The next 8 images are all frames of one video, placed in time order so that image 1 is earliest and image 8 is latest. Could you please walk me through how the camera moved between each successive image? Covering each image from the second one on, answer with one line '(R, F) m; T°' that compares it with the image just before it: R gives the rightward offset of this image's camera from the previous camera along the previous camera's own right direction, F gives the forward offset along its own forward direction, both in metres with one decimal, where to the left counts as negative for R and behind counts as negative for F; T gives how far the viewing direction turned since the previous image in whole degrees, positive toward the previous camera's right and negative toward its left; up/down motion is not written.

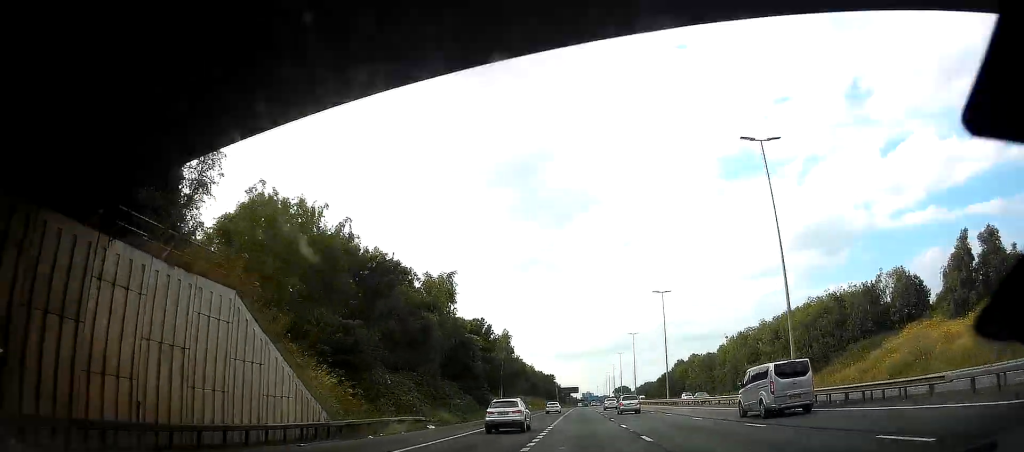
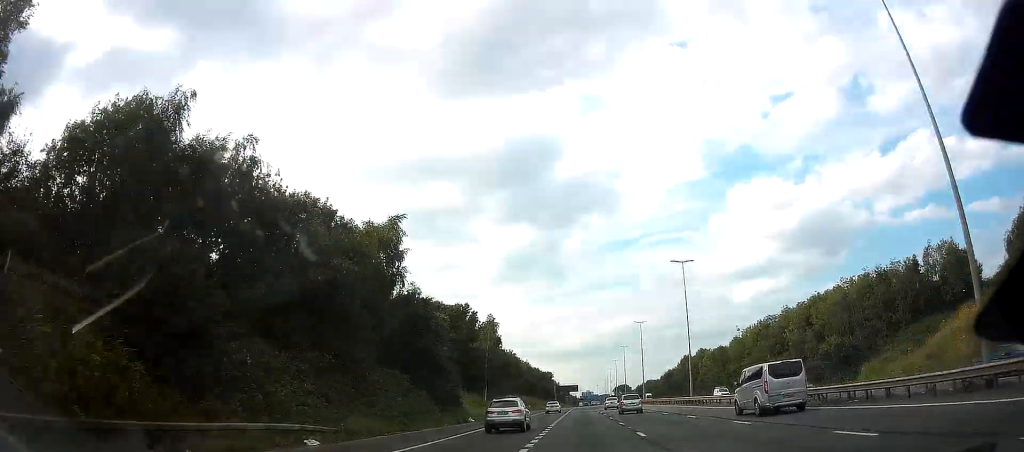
(0.0, +16.0) m; 0°
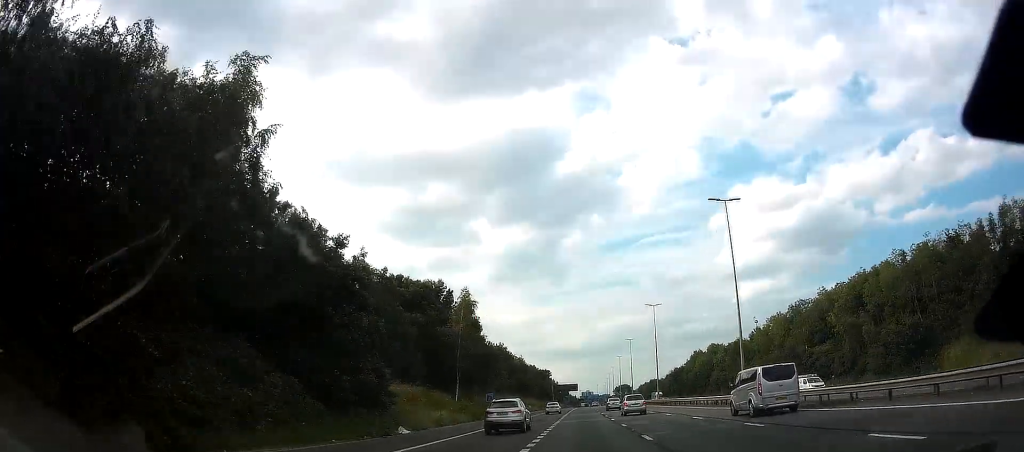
(0.0, +19.1) m; 0°
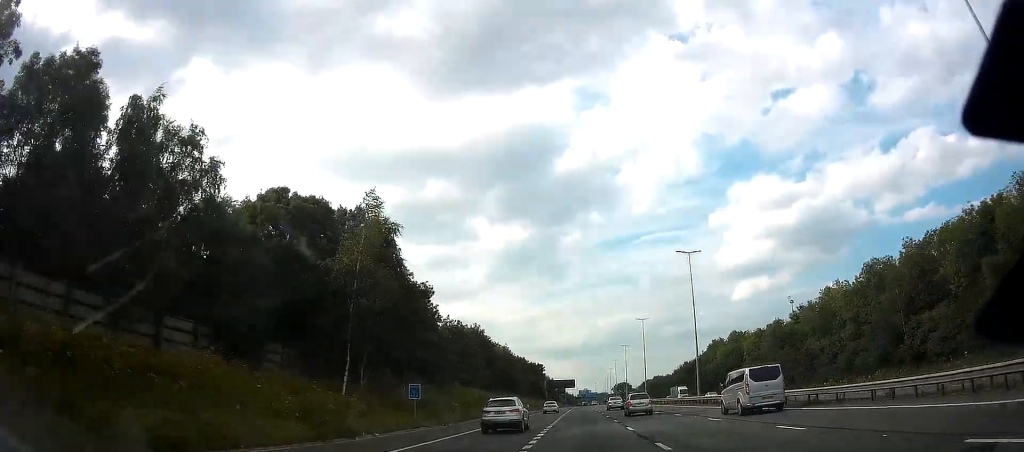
(+0.1, +30.3) m; 0°
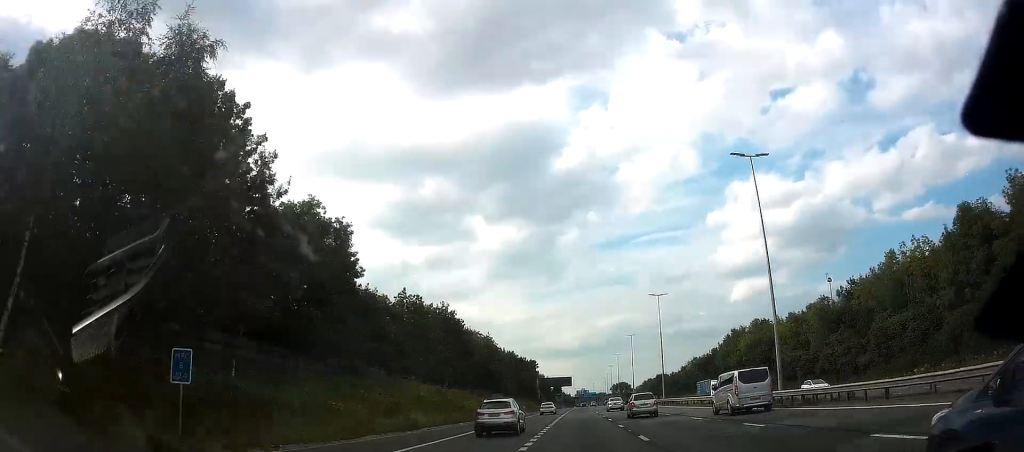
(0.0, +23.5) m; 0°
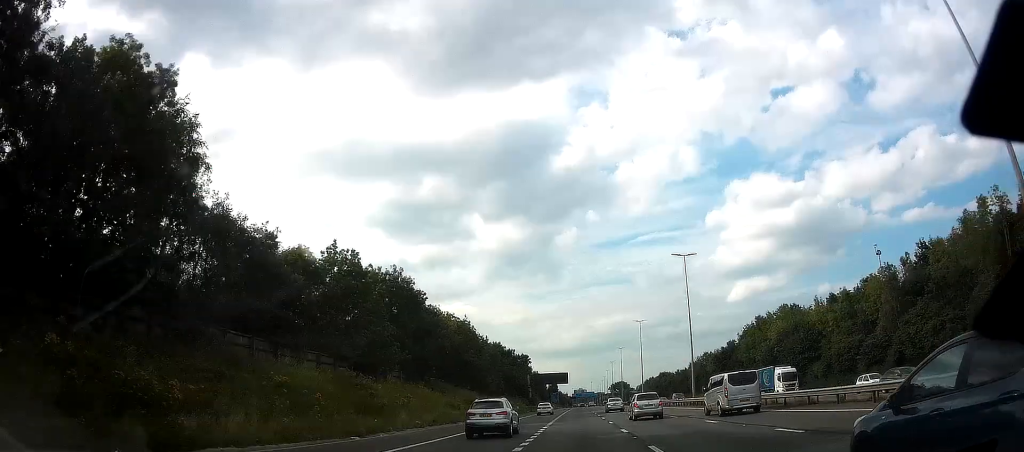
(-0.1, +21.6) m; 0°
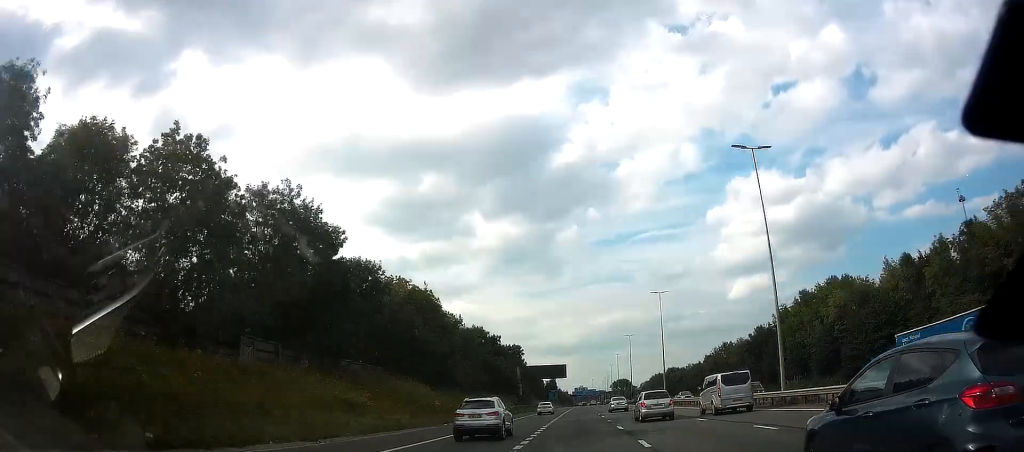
(+0.2, +25.0) m; 0°
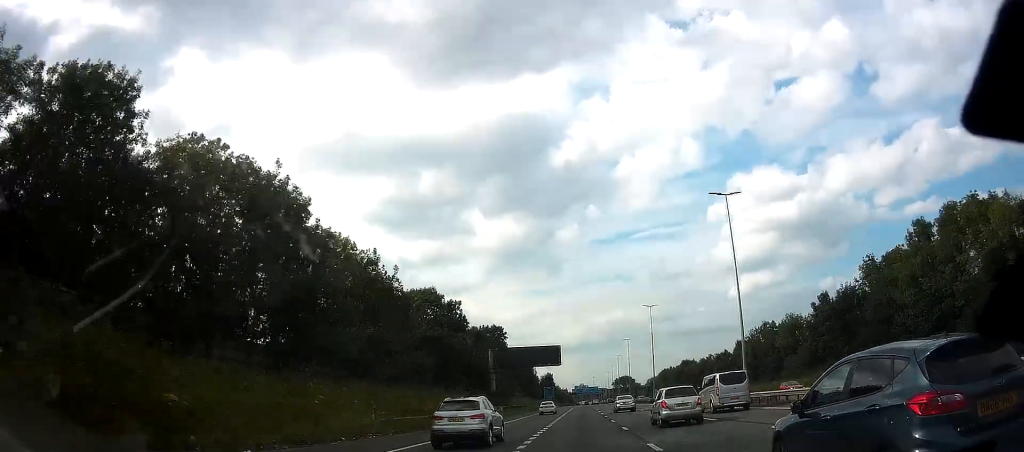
(-0.1, +36.8) m; 0°
